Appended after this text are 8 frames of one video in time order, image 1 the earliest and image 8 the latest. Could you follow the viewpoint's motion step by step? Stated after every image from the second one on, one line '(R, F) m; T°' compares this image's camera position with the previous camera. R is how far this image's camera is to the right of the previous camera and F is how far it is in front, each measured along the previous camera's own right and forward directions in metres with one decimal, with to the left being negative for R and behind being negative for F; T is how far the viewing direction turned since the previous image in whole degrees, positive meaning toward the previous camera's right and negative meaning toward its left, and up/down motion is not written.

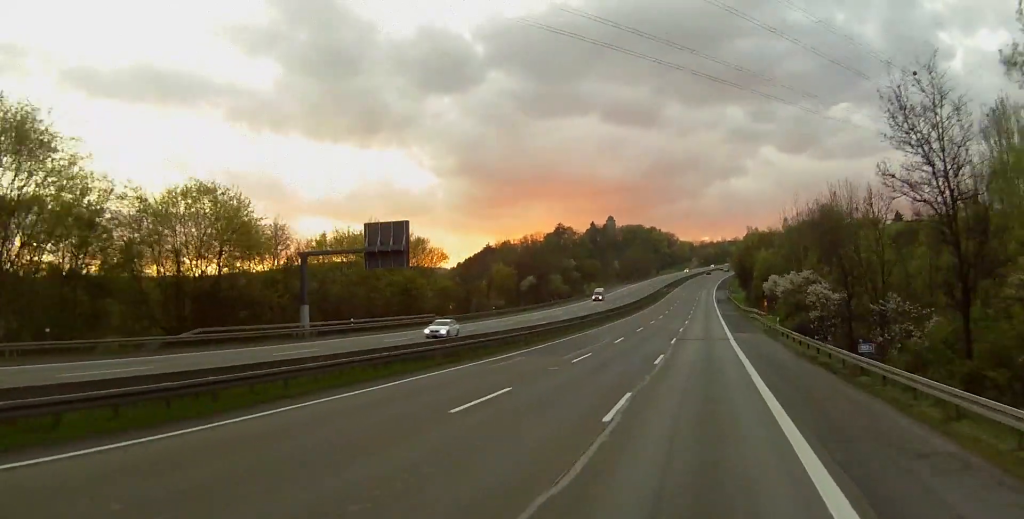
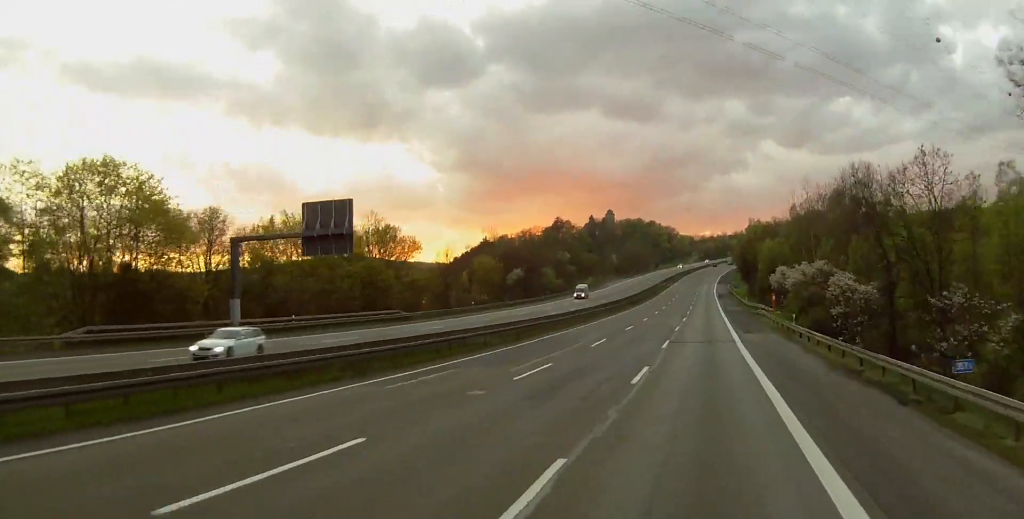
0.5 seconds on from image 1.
(0.0, +11.9) m; 0°
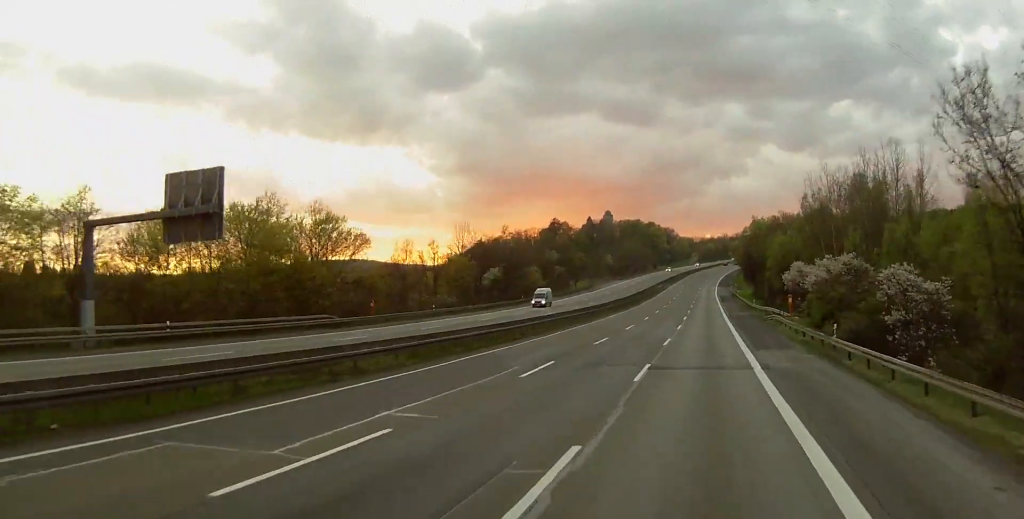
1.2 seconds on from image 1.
(0.0, +17.5) m; -1°
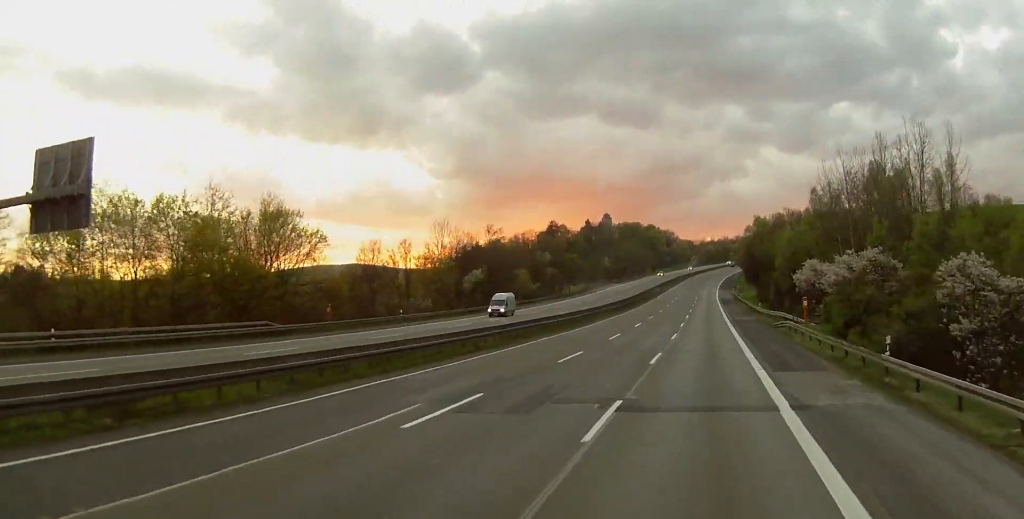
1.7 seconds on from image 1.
(-0.1, +11.1) m; 0°
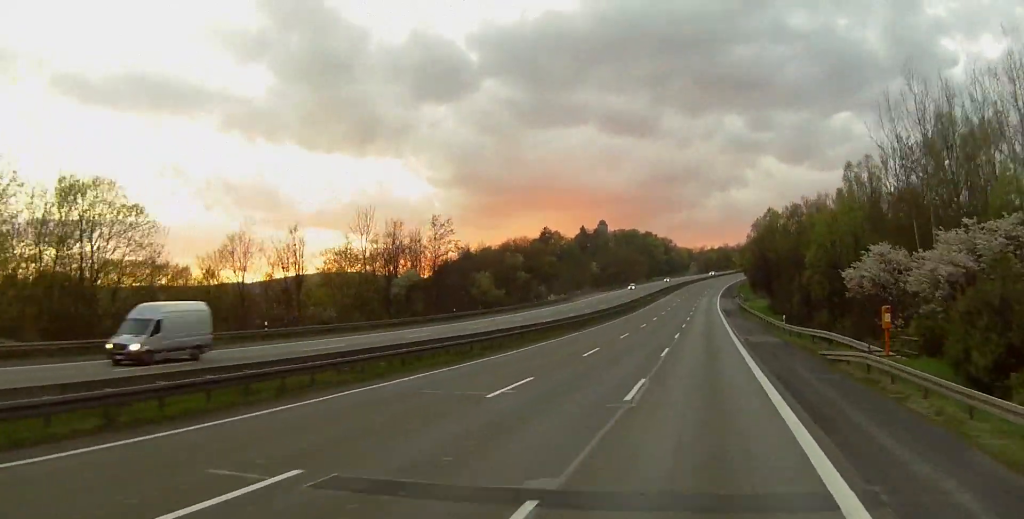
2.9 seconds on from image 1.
(-0.1, +29.1) m; 0°
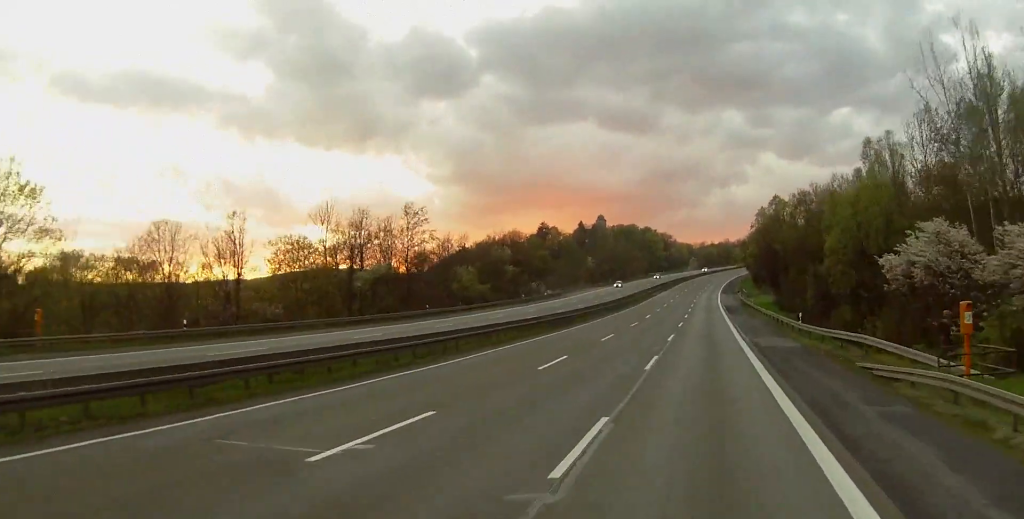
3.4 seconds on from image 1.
(+0.1, +10.9) m; 0°
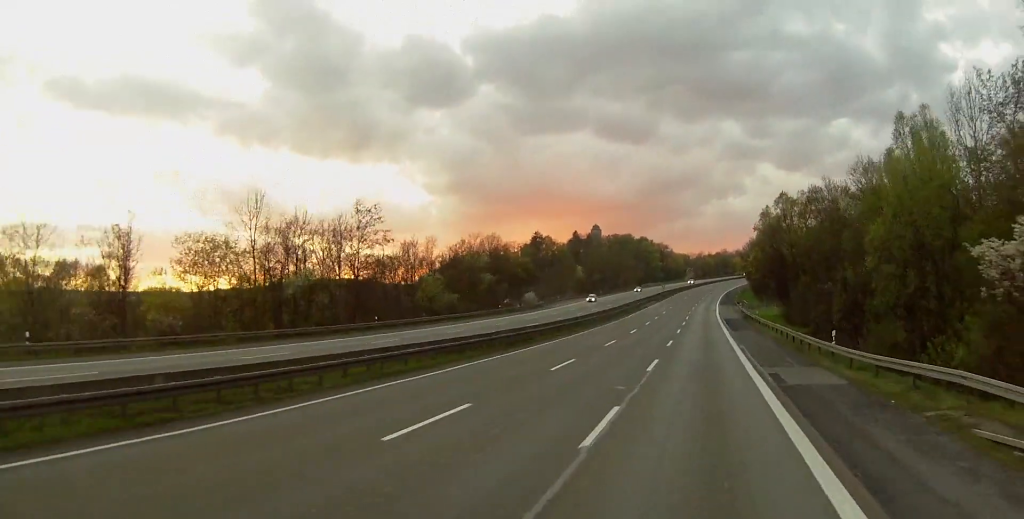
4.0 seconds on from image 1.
(-0.1, +14.7) m; 0°
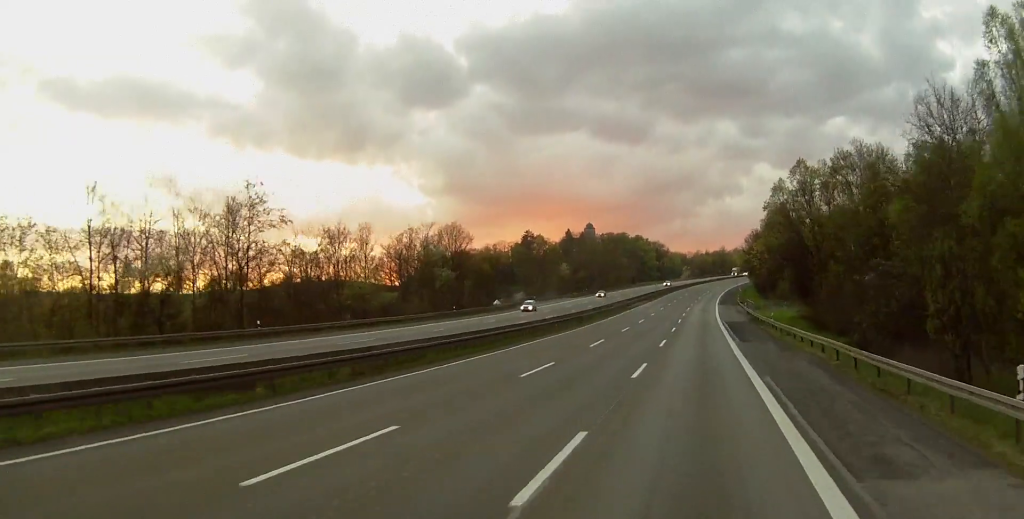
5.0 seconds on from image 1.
(-0.1, +23.0) m; 0°
